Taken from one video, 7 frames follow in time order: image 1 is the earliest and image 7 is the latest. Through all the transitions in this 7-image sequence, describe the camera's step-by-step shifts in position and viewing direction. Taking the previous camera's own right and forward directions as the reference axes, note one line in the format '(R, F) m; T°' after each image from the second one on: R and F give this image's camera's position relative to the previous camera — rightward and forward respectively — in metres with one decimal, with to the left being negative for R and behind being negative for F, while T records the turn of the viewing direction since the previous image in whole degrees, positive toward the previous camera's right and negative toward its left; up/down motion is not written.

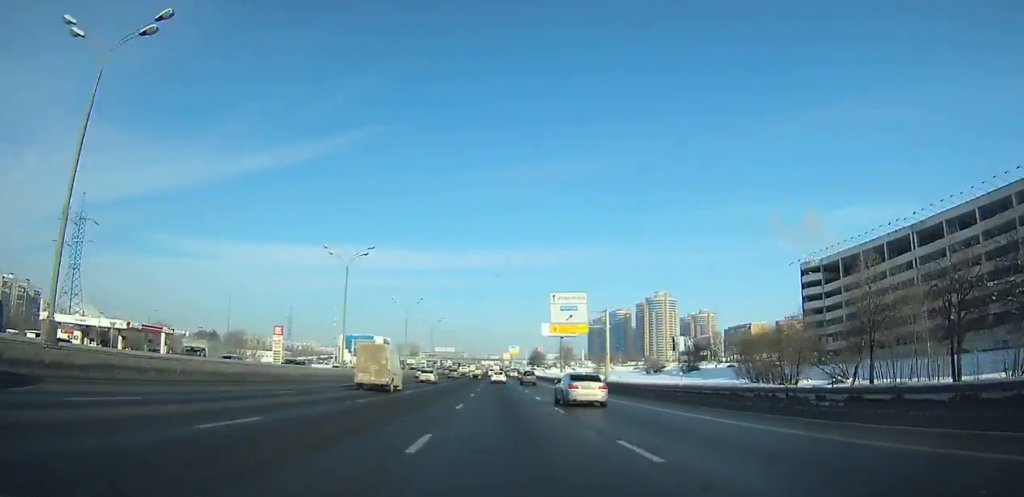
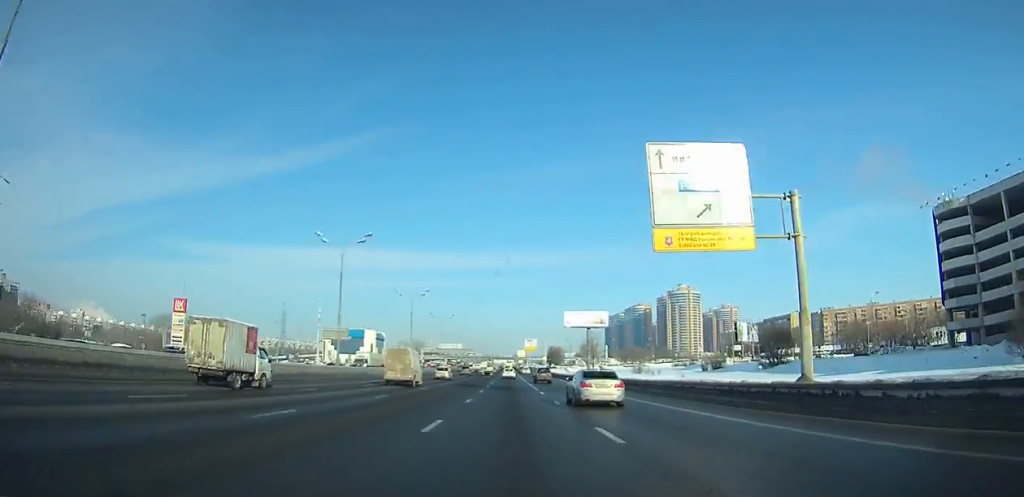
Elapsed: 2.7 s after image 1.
(0.0, +43.7) m; 0°
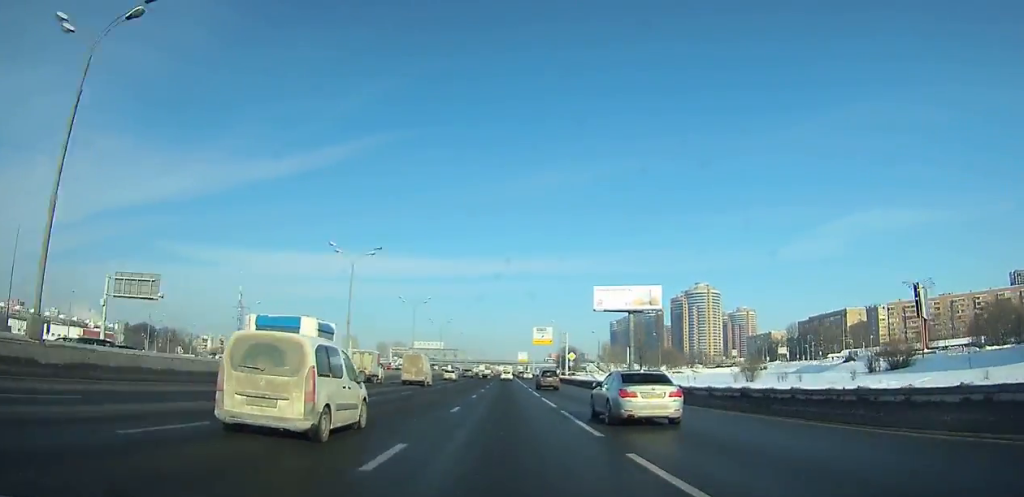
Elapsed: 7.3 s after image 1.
(0.0, +72.9) m; 0°
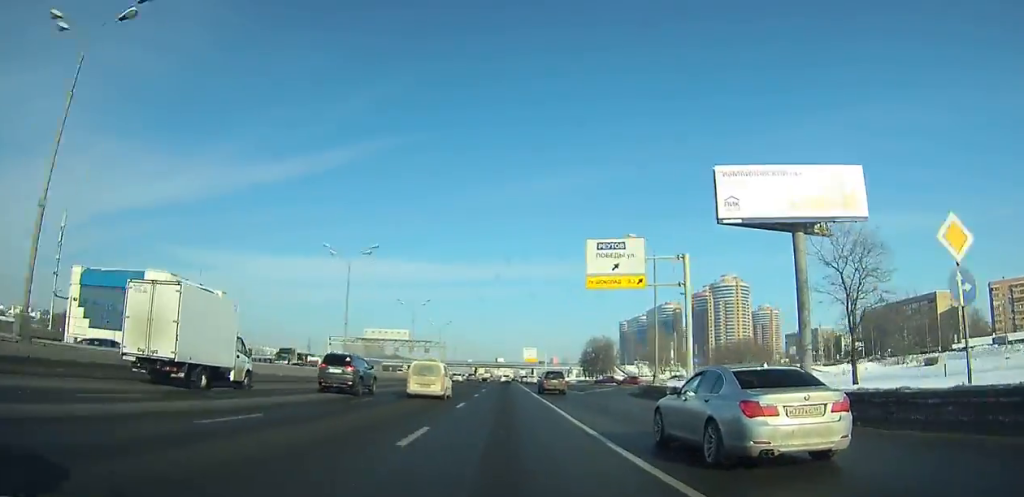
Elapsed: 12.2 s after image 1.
(0.0, +75.8) m; 0°
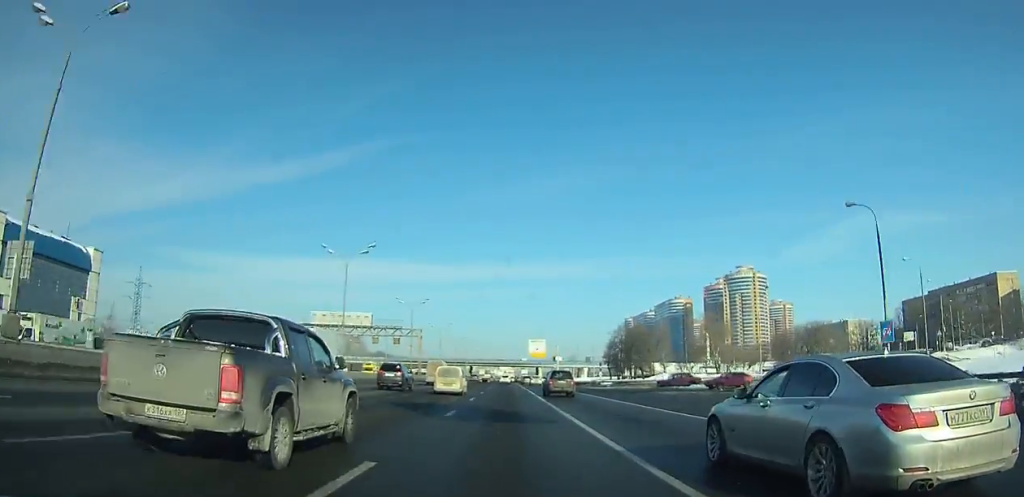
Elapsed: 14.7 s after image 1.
(0.0, +38.1) m; 0°
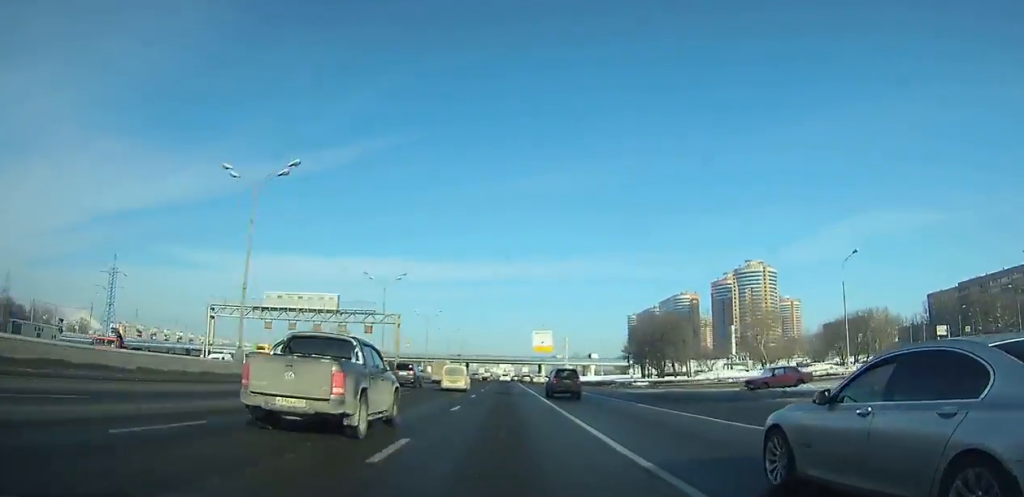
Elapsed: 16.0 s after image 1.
(0.0, +19.7) m; 0°
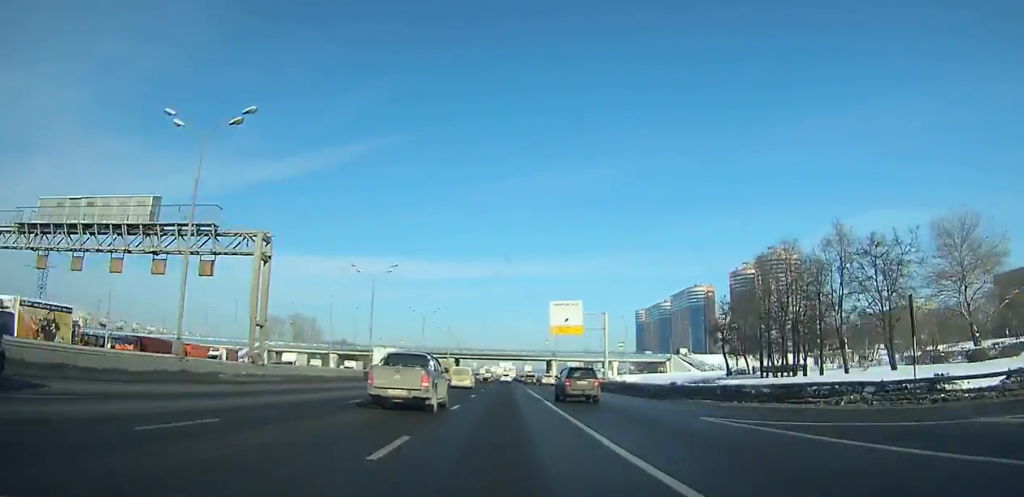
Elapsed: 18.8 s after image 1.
(0.0, +42.1) m; 0°
